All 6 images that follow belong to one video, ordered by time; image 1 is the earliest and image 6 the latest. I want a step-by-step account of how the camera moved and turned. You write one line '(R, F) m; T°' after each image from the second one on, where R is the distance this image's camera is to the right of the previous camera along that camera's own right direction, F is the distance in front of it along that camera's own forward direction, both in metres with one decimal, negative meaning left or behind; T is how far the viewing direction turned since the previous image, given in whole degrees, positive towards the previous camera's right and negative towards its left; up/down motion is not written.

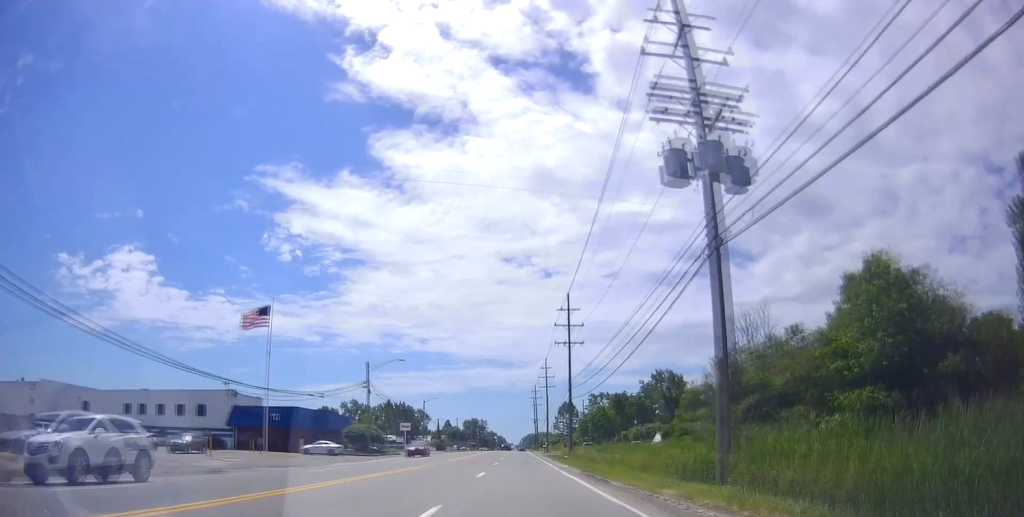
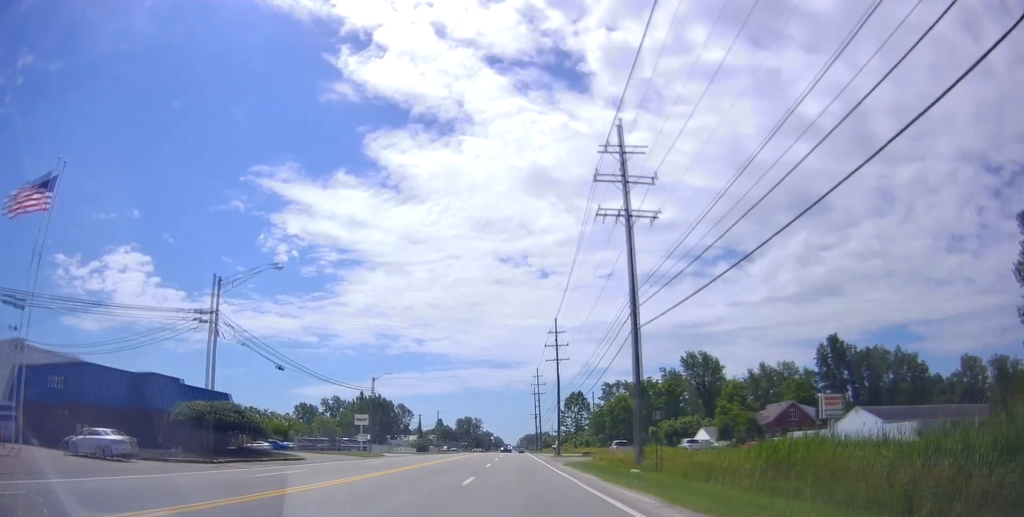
(+0.8, +35.6) m; +1°
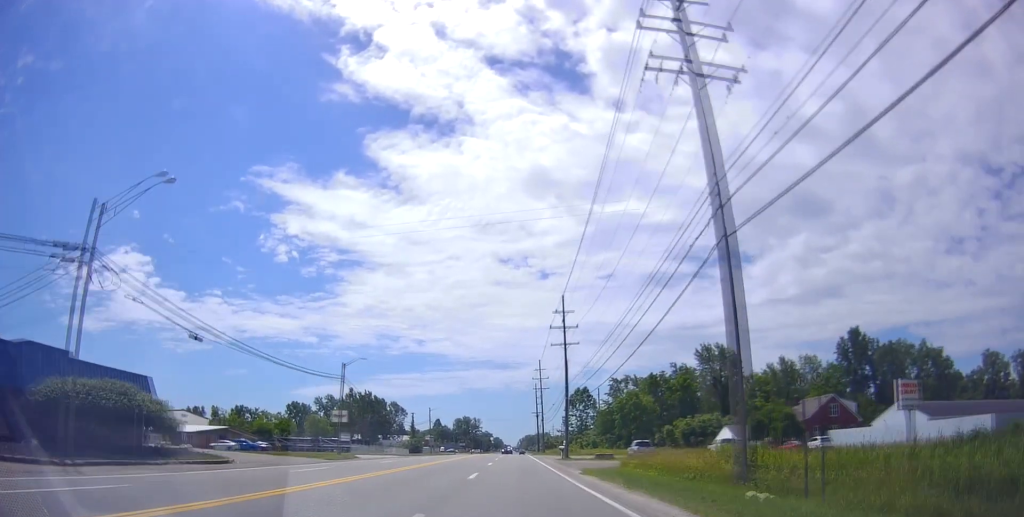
(0.0, +12.3) m; 0°
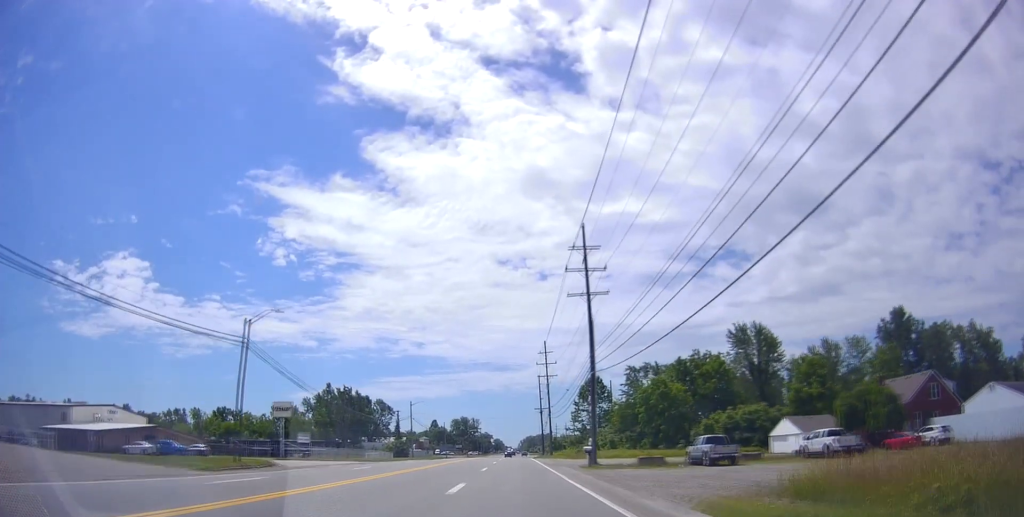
(0.0, +21.6) m; -1°
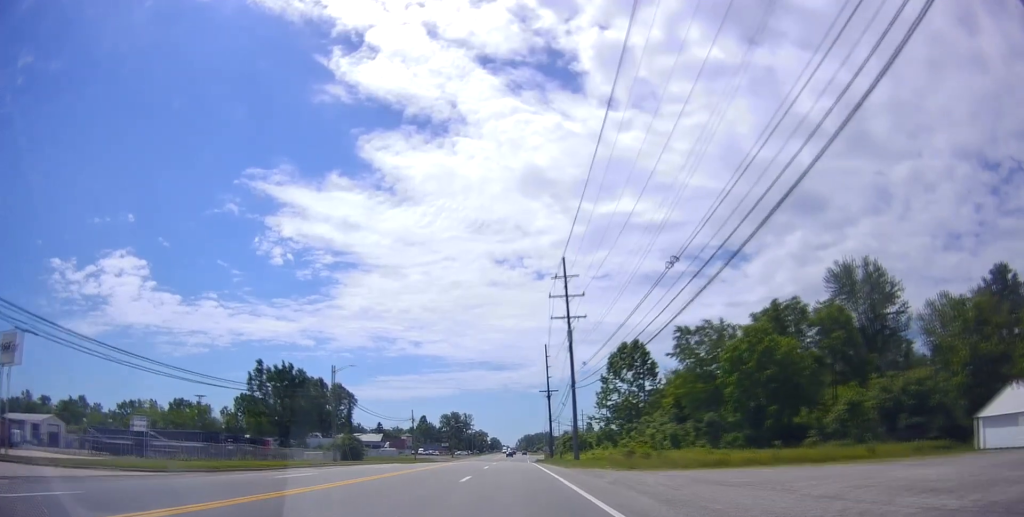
(-0.2, +39.8) m; +1°
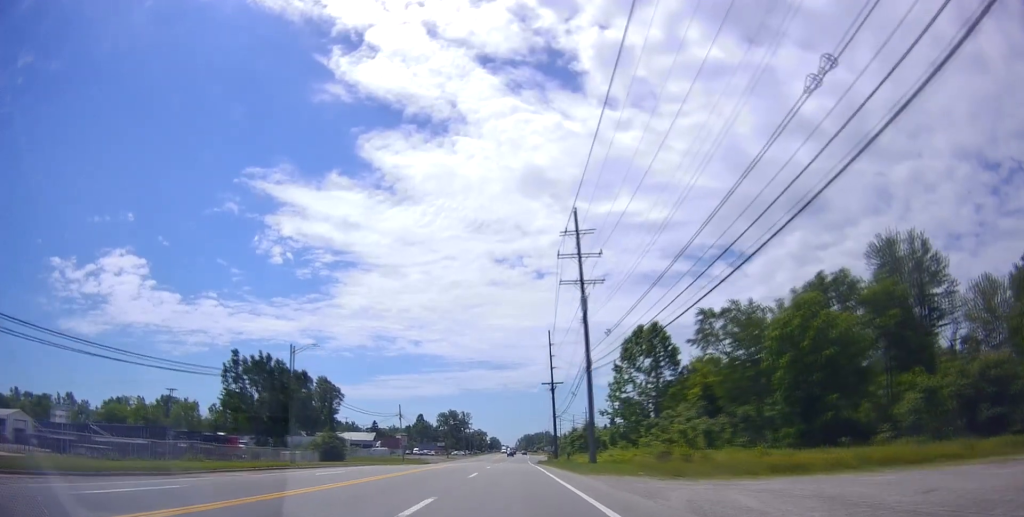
(0.0, +10.6) m; -1°
